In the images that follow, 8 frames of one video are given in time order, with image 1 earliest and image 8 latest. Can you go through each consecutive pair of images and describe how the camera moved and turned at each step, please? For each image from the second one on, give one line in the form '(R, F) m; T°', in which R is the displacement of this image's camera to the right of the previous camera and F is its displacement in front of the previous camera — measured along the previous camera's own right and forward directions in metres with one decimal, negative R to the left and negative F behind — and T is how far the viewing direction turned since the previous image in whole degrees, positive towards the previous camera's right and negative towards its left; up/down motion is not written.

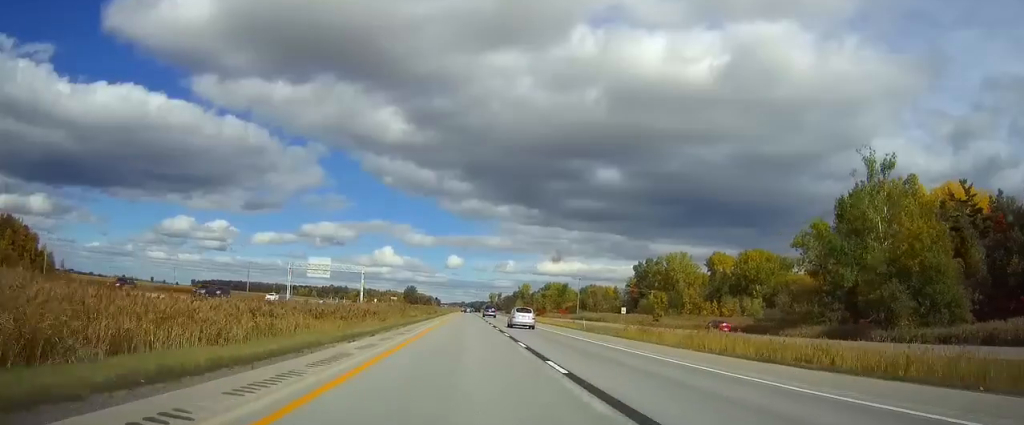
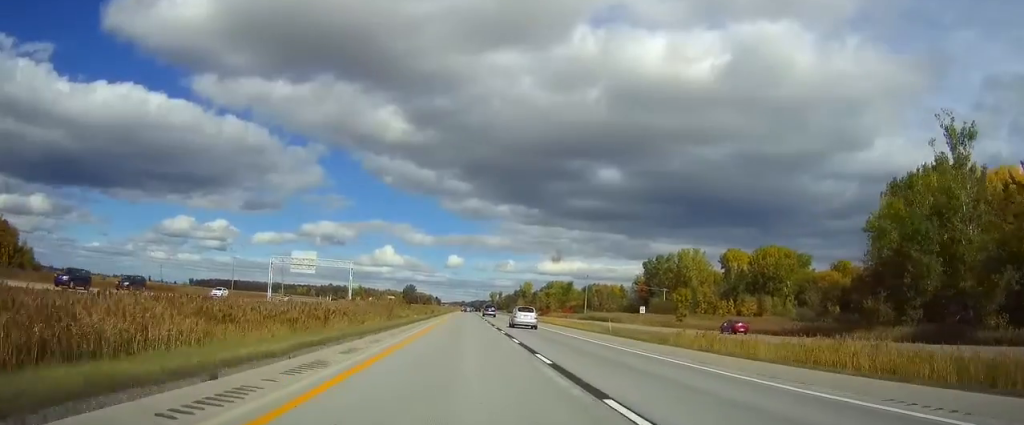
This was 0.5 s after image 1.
(0.0, +15.8) m; 0°
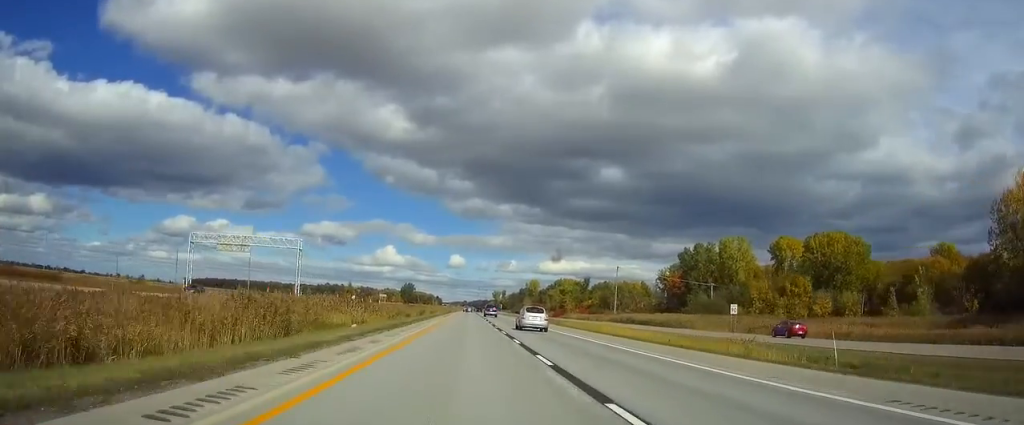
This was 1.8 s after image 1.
(0.0, +45.5) m; 0°
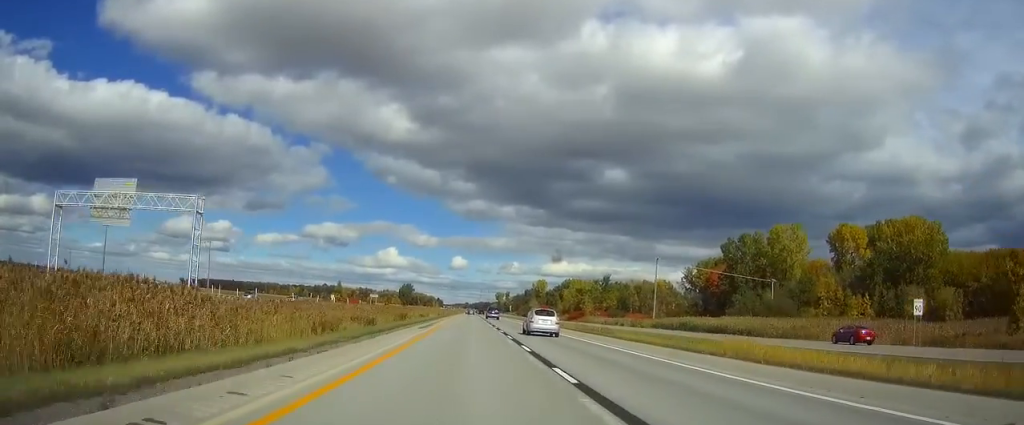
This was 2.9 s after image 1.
(0.0, +39.1) m; 0°
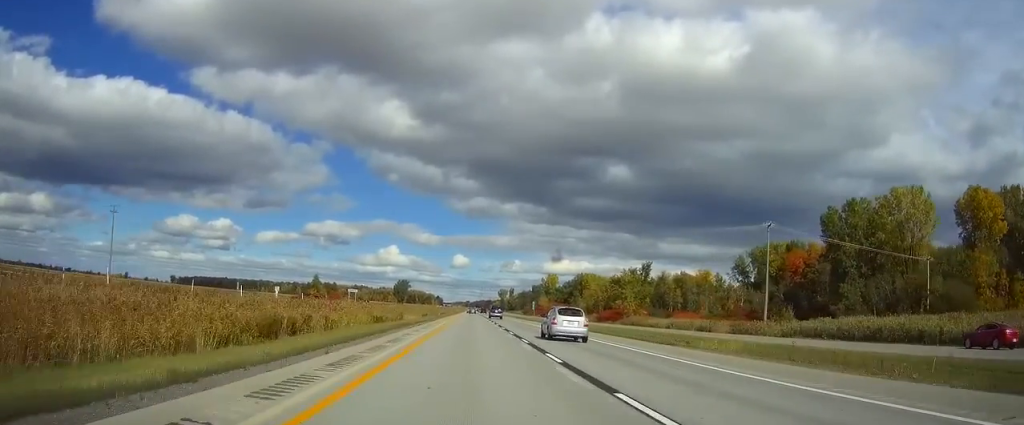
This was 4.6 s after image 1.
(0.0, +58.0) m; 0°
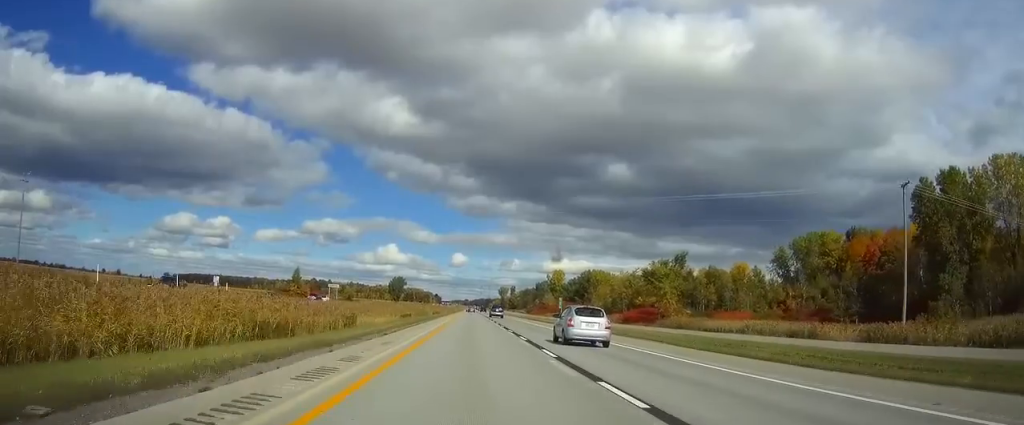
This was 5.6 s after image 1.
(0.0, +33.9) m; 0°
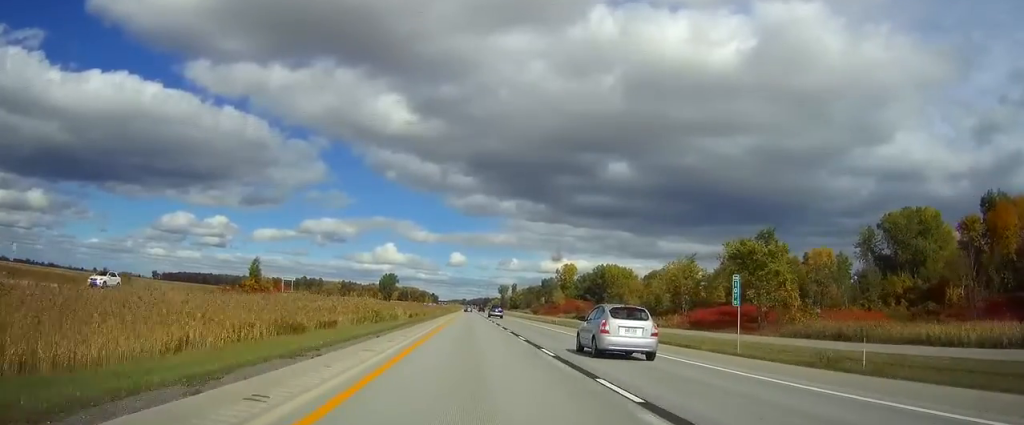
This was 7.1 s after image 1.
(0.0, +53.0) m; 0°
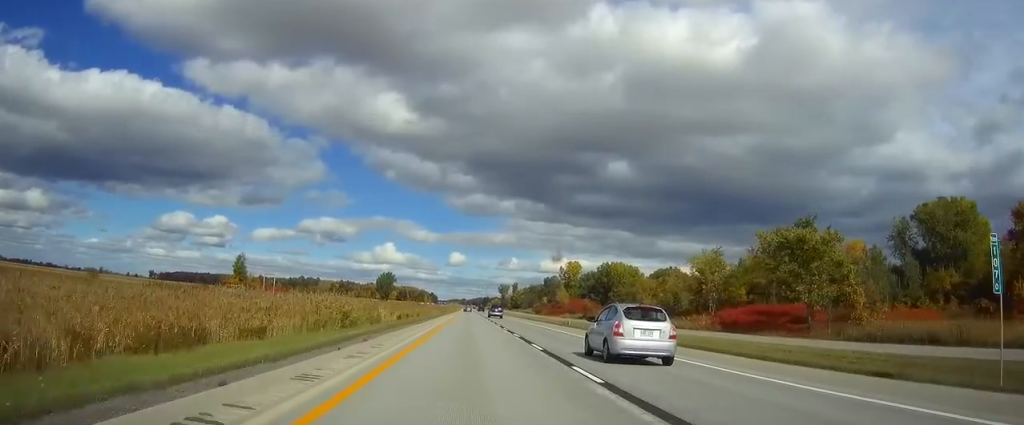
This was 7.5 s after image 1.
(0.0, +15.3) m; 0°
